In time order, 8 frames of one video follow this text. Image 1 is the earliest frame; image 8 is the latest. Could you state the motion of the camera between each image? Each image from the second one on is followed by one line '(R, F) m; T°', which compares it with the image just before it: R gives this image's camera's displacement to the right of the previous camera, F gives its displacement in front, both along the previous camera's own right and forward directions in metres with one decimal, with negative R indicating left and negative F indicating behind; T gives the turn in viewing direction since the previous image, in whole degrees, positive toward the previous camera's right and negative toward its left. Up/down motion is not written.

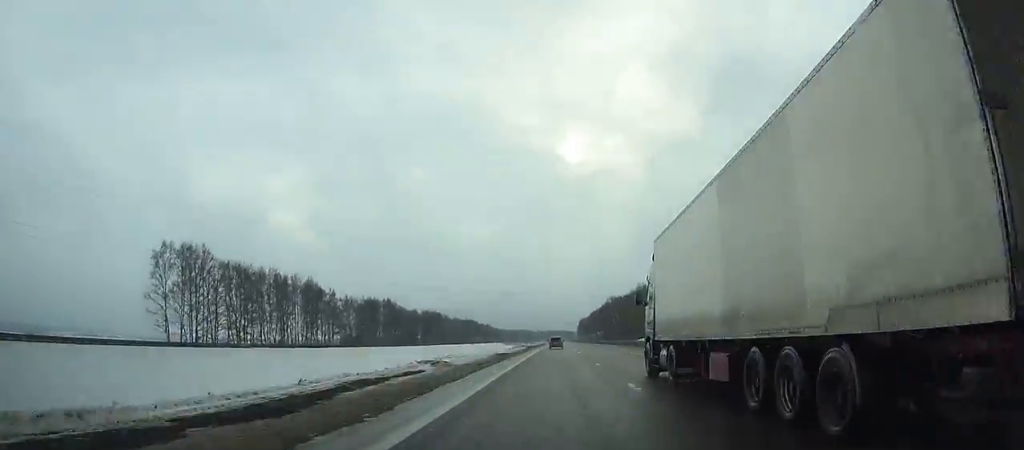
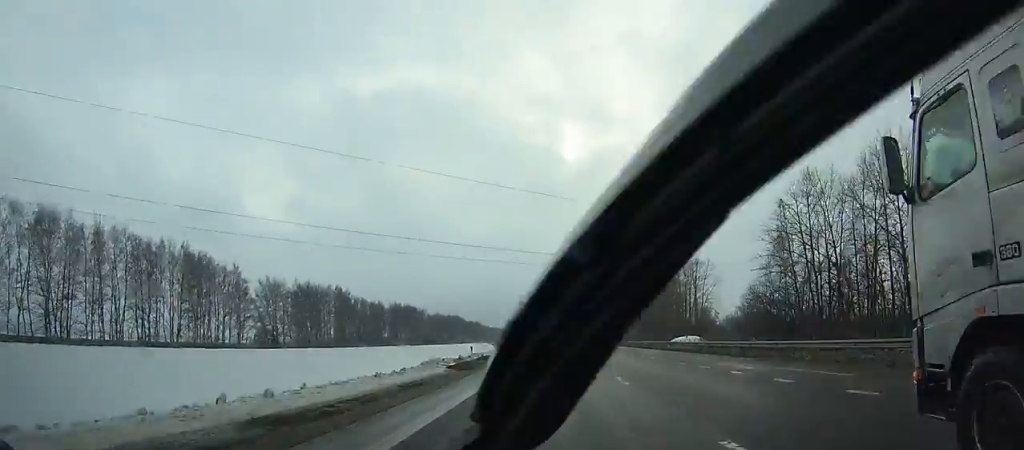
(+0.8, +55.1) m; +1°
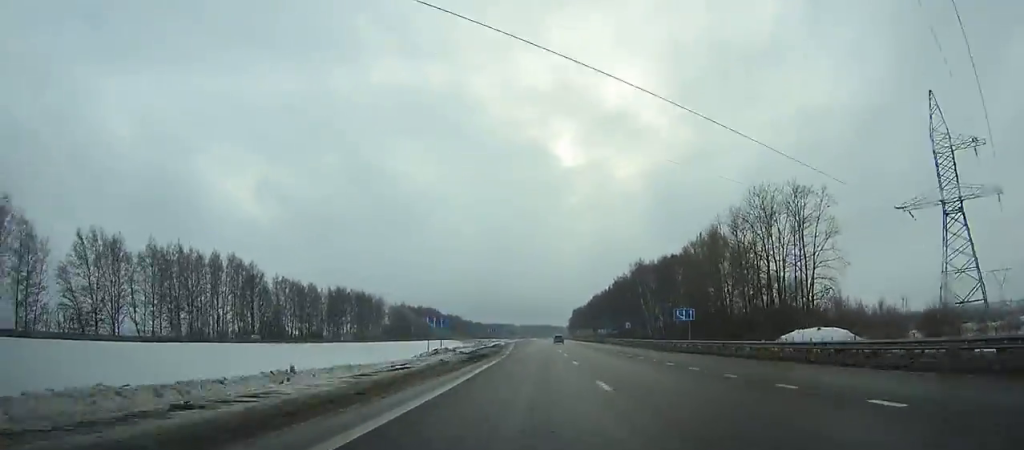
(+0.3, +60.3) m; 0°
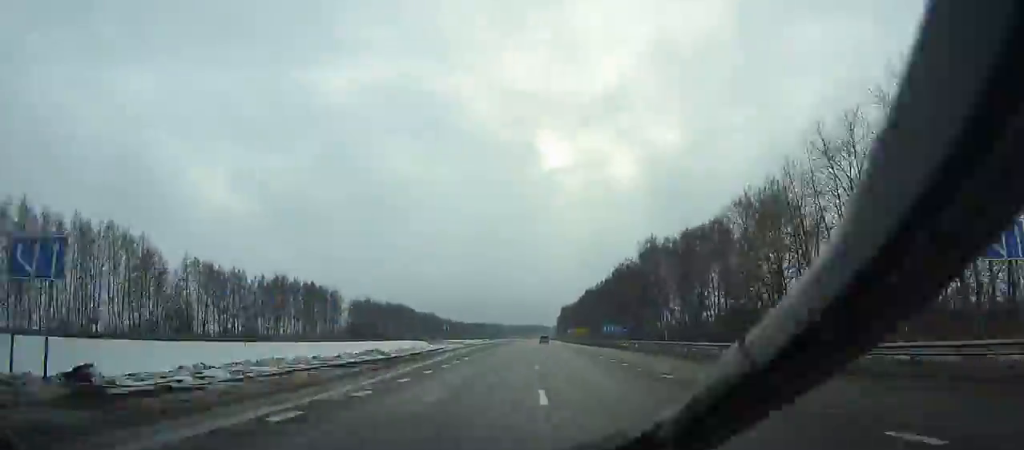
(+0.1, +37.8) m; 0°
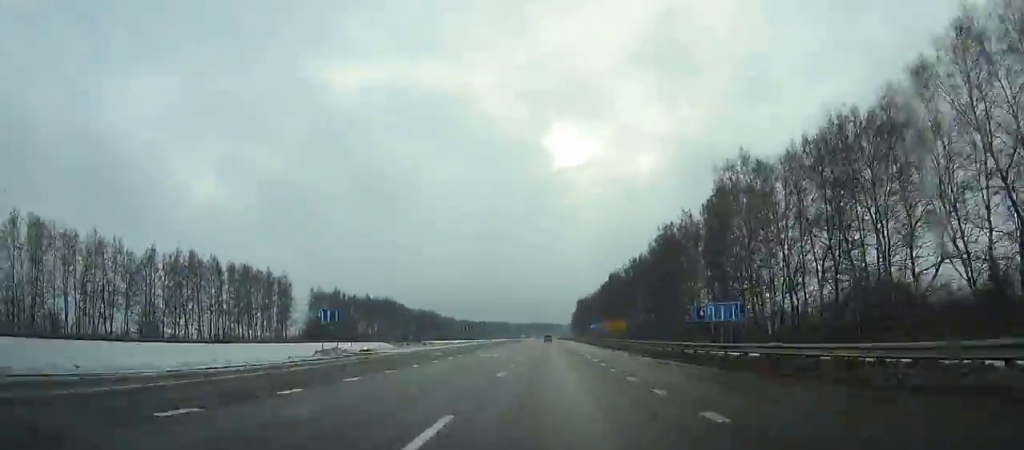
(-0.2, +53.2) m; 0°
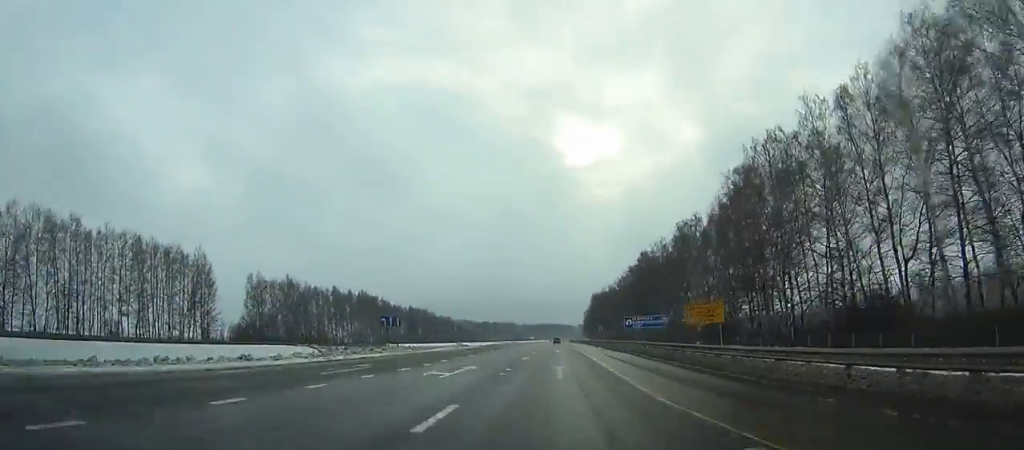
(-0.1, +48.4) m; 0°
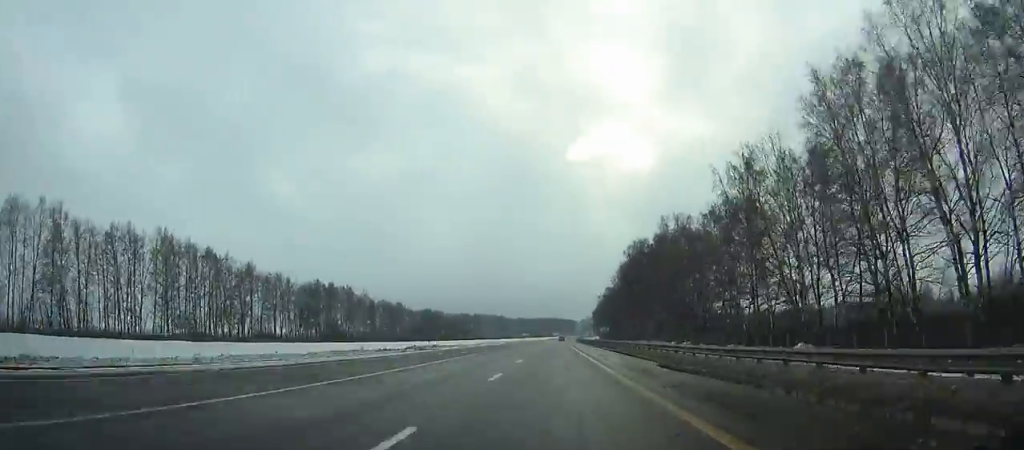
(-0.2, +125.4) m; 0°
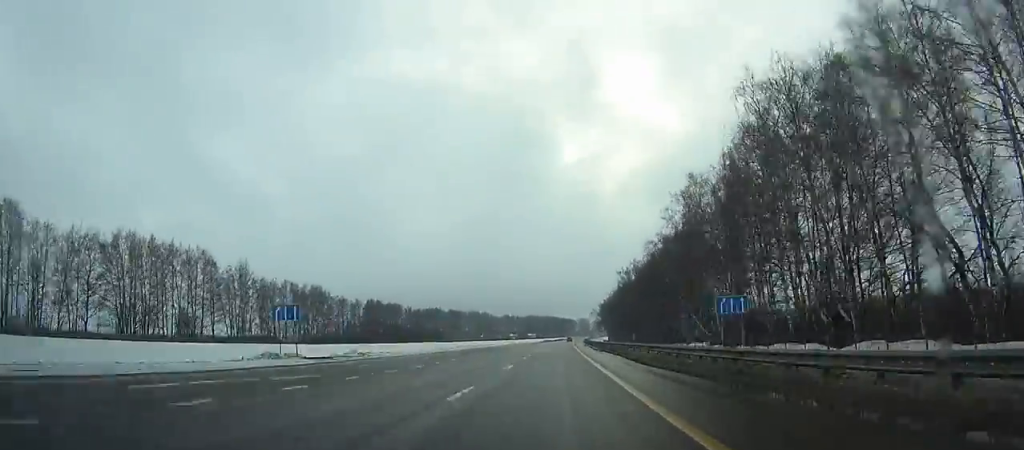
(+0.2, +90.0) m; +1°
